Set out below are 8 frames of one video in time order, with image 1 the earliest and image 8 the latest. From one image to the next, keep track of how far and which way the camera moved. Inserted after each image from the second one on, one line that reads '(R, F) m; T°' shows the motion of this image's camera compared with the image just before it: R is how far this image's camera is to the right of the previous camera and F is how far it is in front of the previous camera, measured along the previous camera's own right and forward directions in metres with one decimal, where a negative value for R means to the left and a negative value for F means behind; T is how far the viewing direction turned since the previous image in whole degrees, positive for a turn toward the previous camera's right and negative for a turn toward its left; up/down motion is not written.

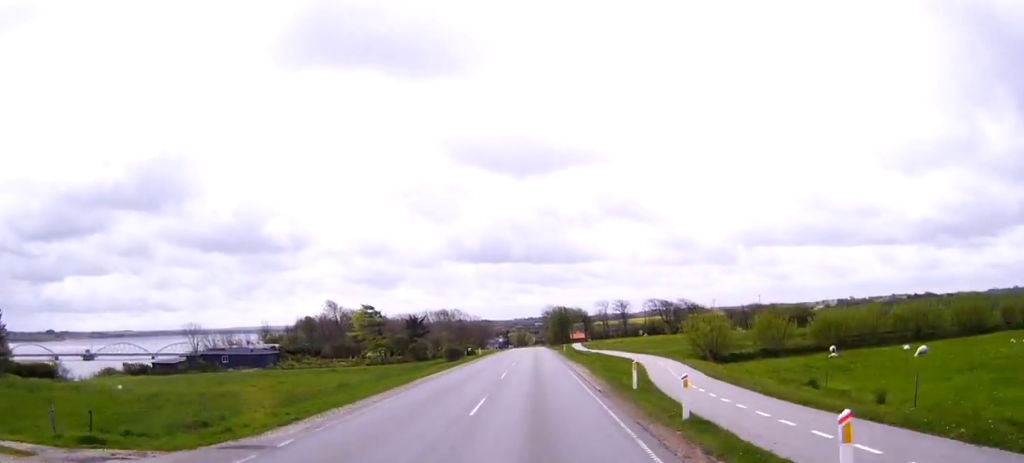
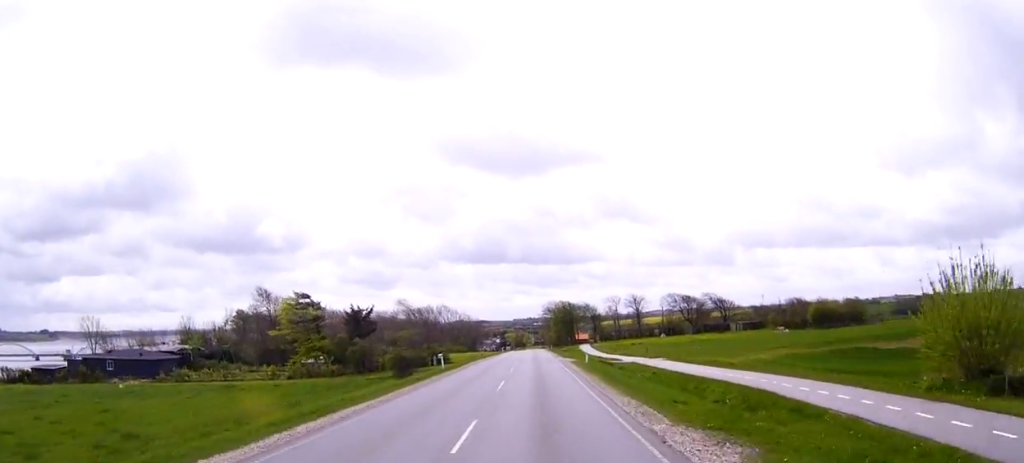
(-0.1, +35.7) m; 0°
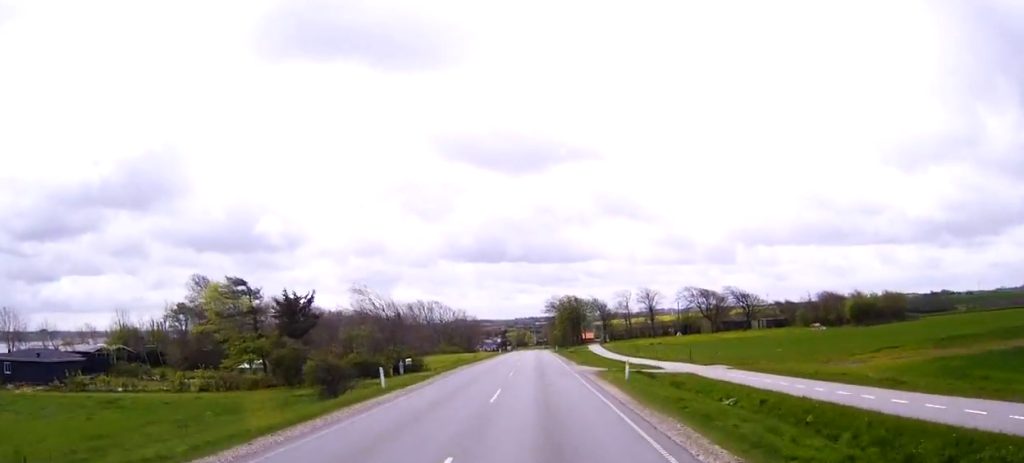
(0.0, +21.1) m; 0°
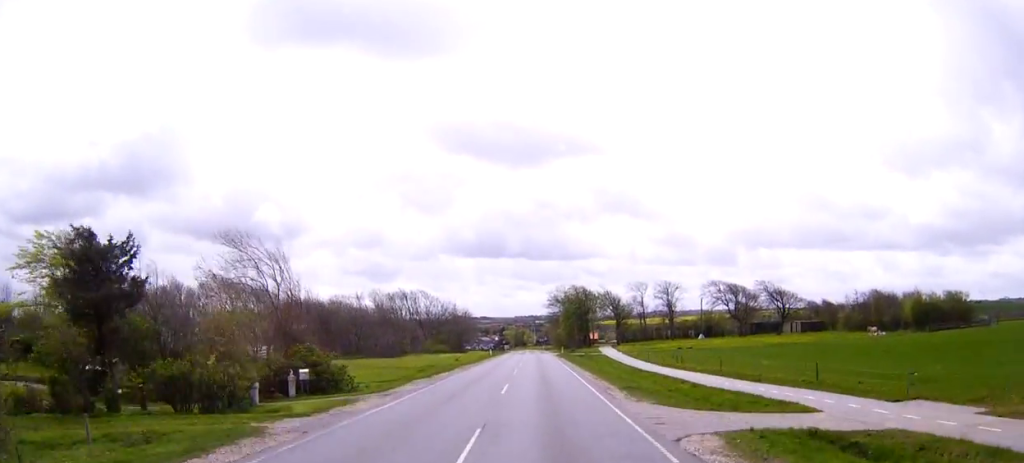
(0.0, +27.0) m; 0°
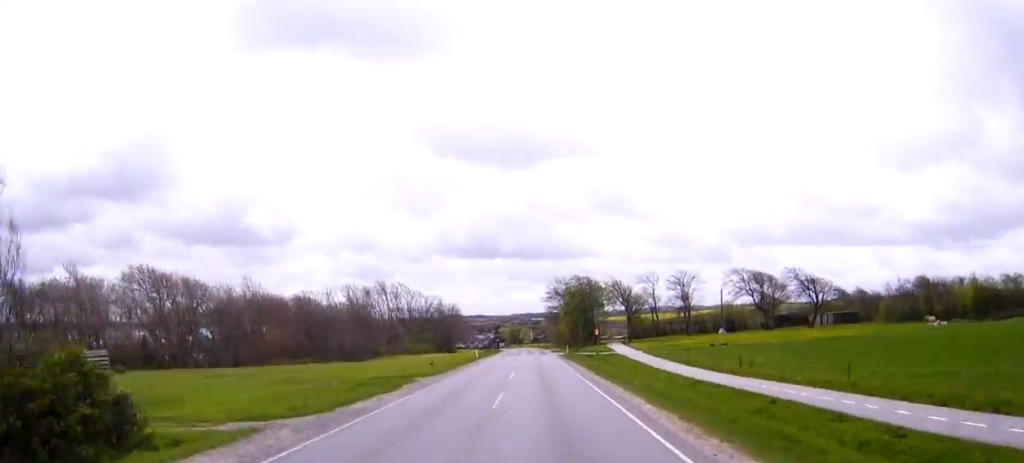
(0.0, +21.5) m; 0°
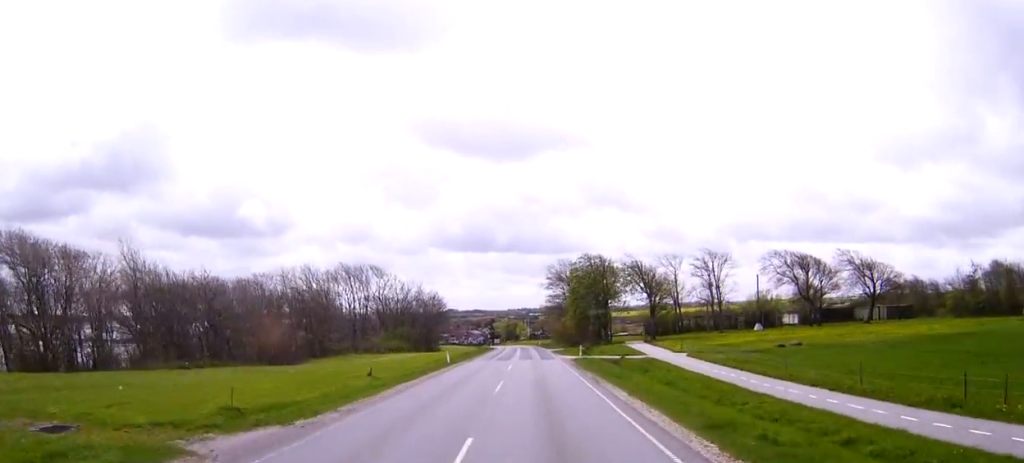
(0.0, +26.2) m; 0°
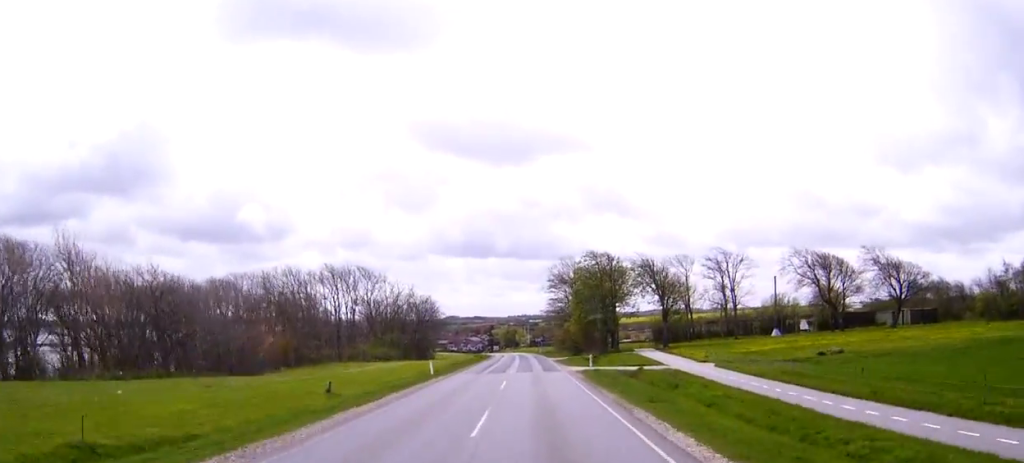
(0.0, +9.3) m; 0°
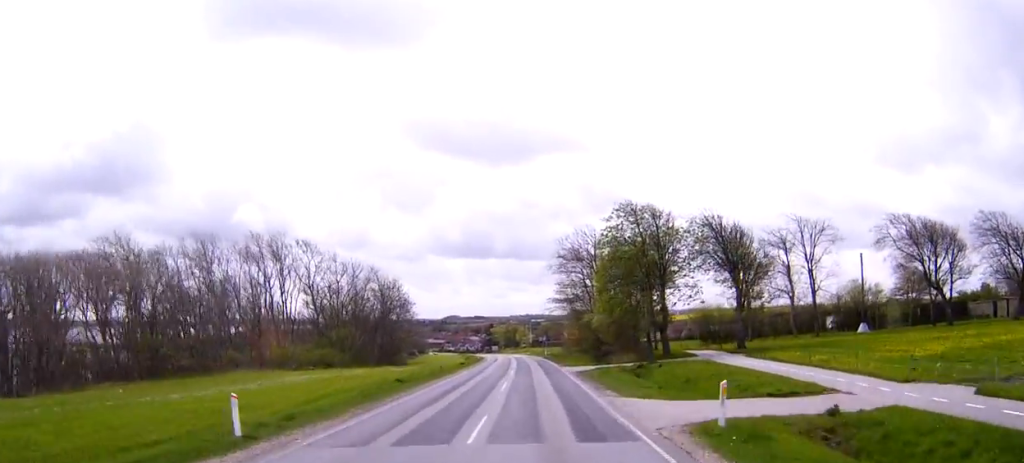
(+0.1, +31.8) m; +1°
